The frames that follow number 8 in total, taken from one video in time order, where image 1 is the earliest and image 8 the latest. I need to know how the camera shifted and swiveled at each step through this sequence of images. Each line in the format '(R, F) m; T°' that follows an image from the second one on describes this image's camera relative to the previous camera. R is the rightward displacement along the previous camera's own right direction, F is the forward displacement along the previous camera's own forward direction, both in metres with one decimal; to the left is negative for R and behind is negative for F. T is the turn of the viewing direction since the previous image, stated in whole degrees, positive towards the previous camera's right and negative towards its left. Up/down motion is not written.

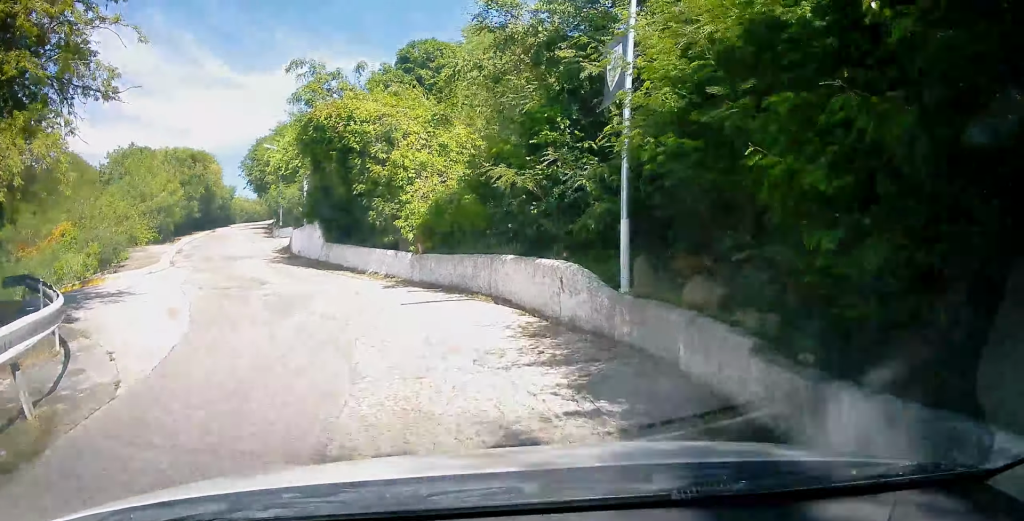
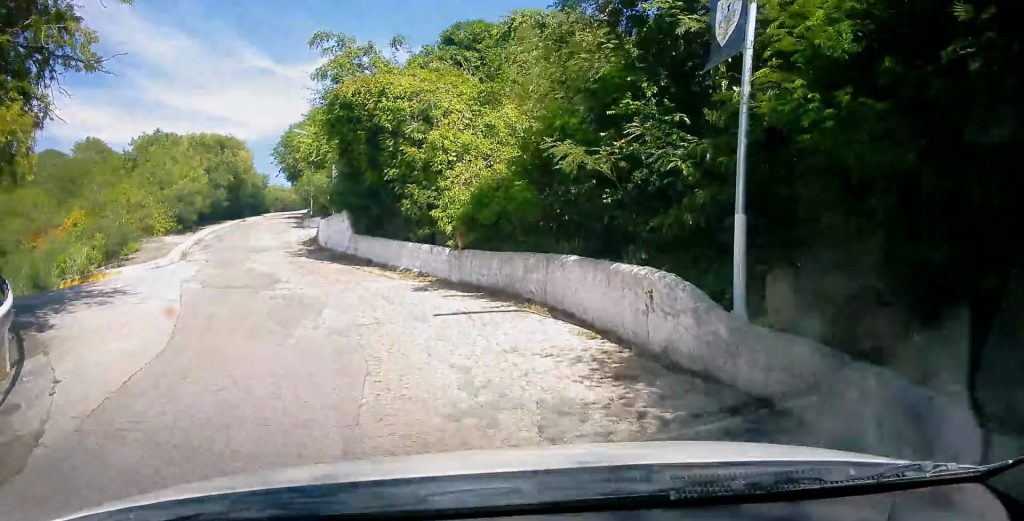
(+0.3, +2.1) m; -3°
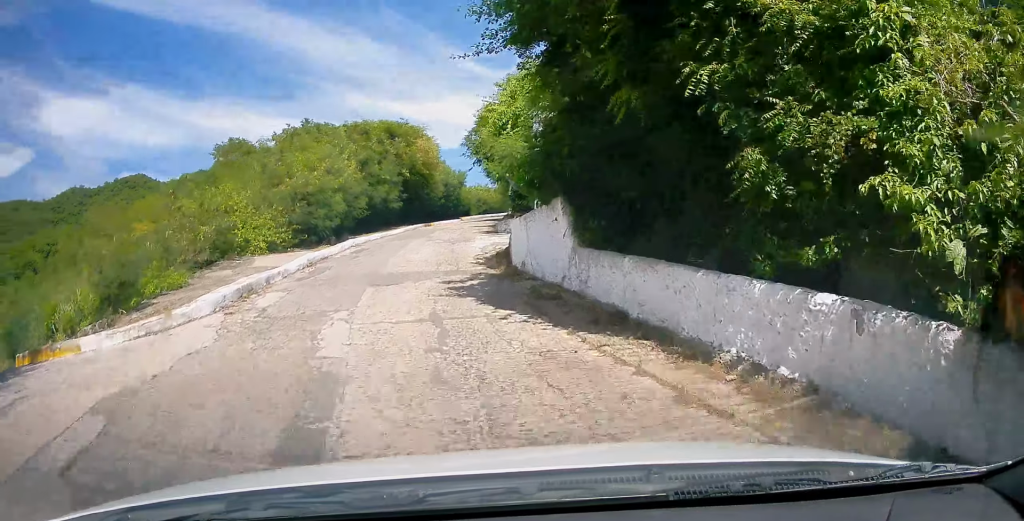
(-1.9, +9.7) m; -17°
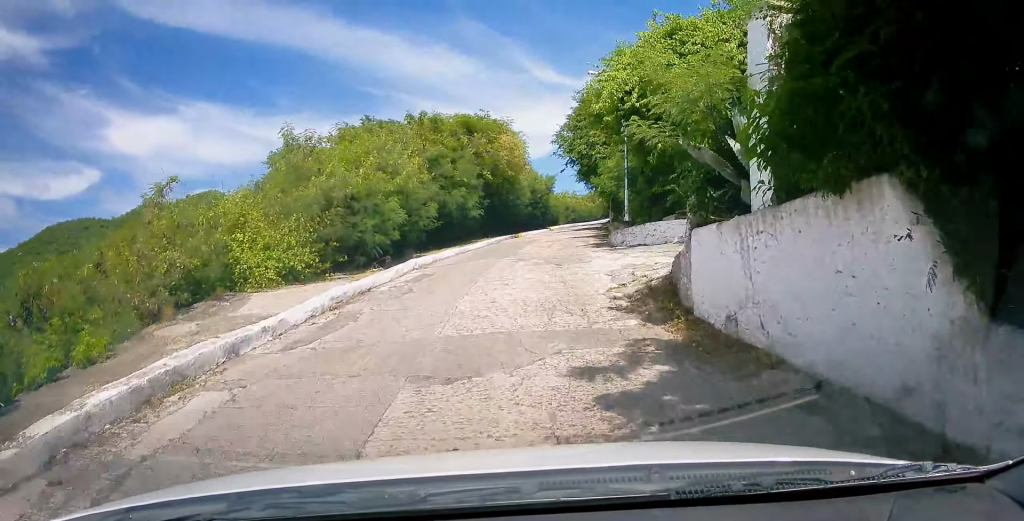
(-0.5, +6.0) m; -12°
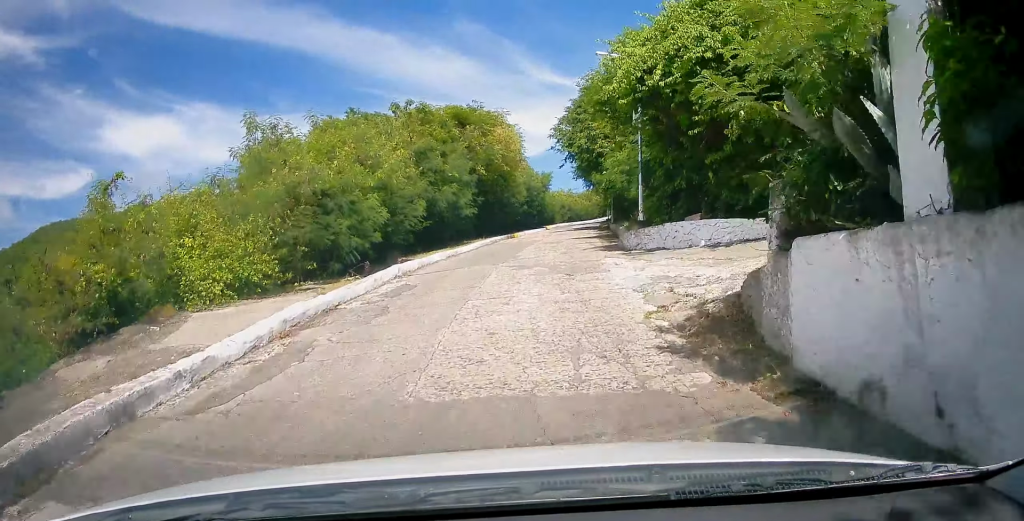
(-0.2, +2.3) m; -1°
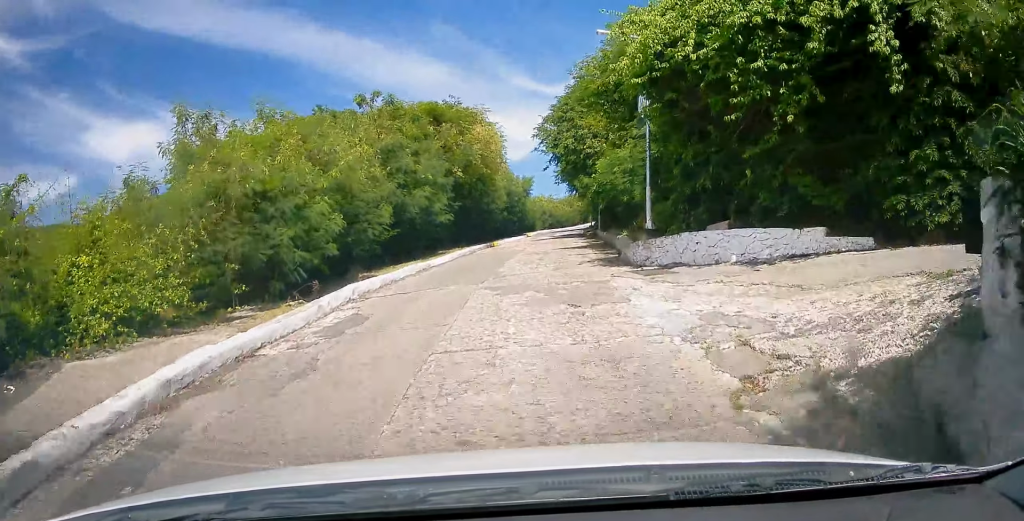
(-0.2, +2.8) m; -1°
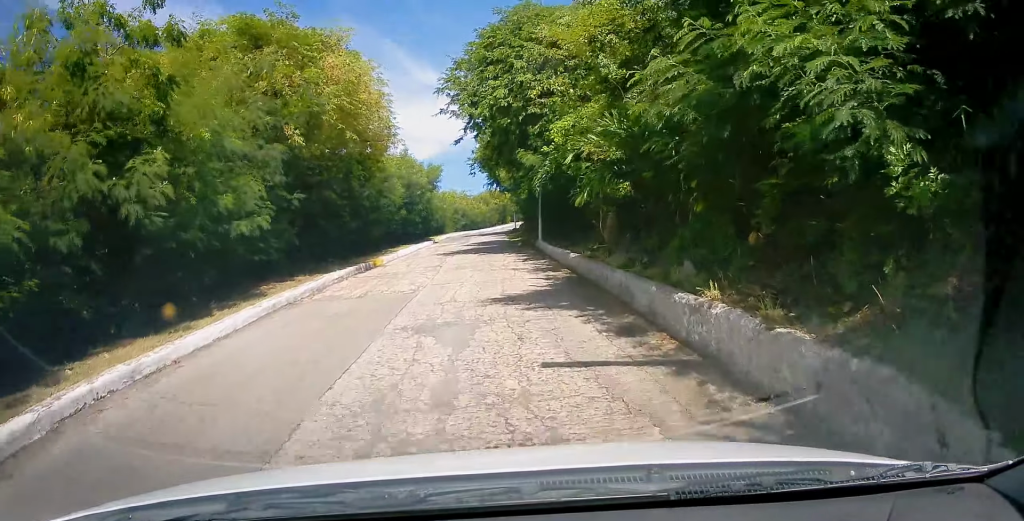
(+2.2, +12.4) m; +13°
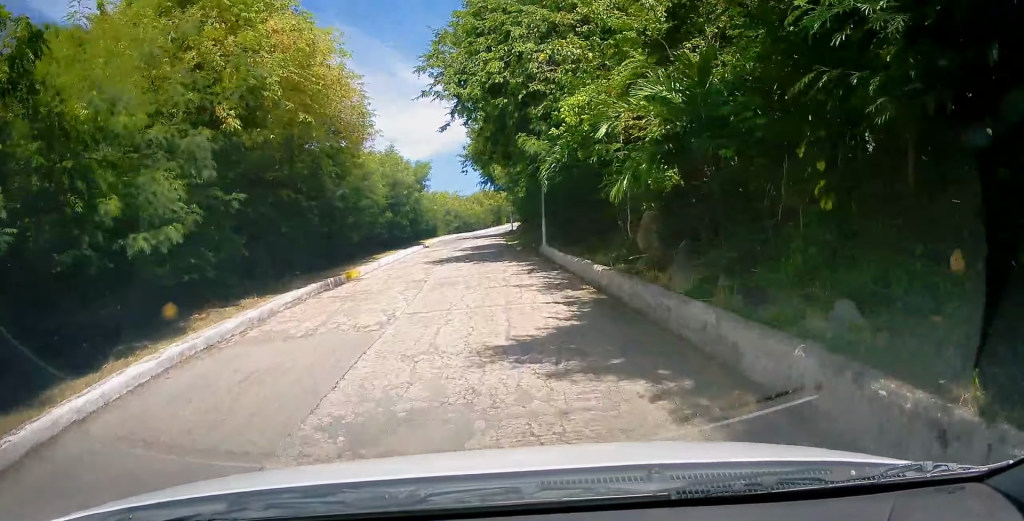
(-0.3, +3.5) m; 0°
